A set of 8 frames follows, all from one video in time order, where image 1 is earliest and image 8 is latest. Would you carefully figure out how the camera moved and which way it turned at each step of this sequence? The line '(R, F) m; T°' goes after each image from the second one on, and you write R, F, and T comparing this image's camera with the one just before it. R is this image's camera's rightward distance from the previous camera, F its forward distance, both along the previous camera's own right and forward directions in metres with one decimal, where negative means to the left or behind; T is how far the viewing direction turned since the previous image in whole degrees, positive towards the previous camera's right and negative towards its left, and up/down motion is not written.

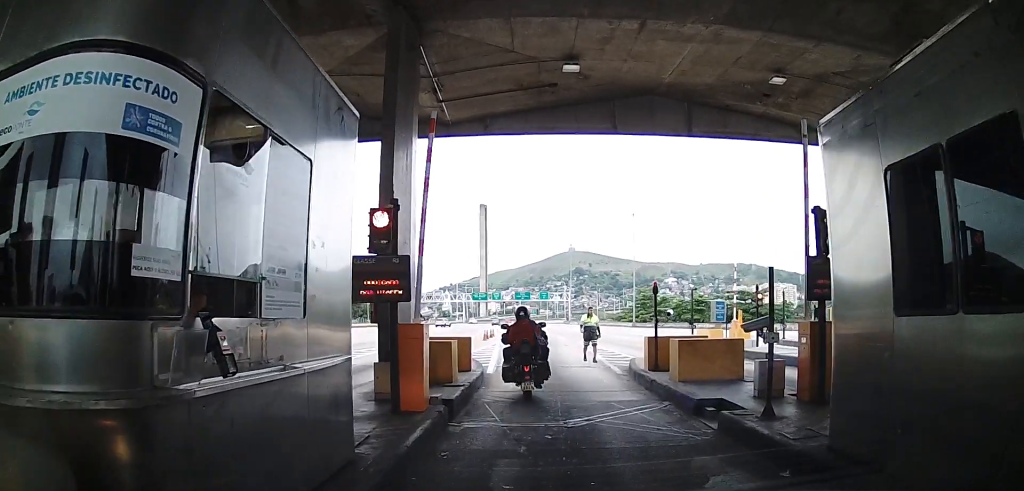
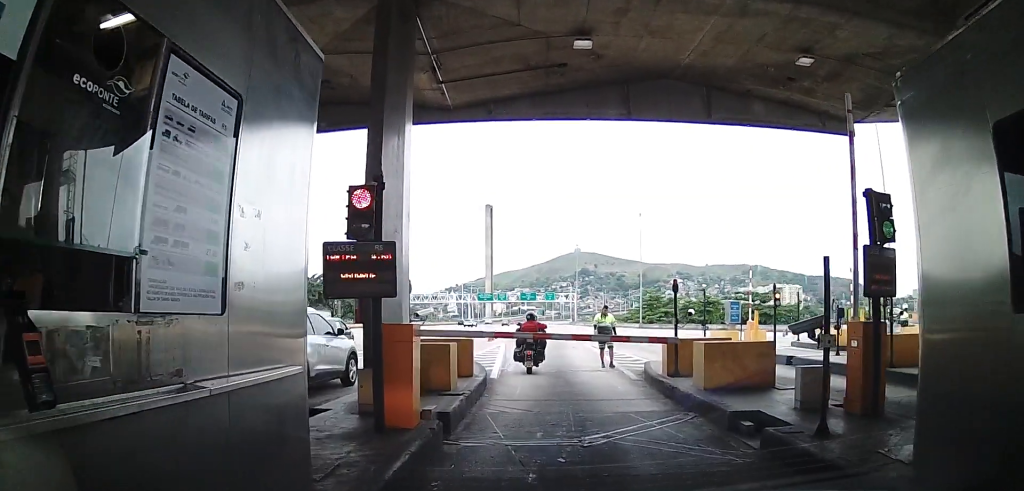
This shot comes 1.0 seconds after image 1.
(-0.2, +0.2) m; 0°
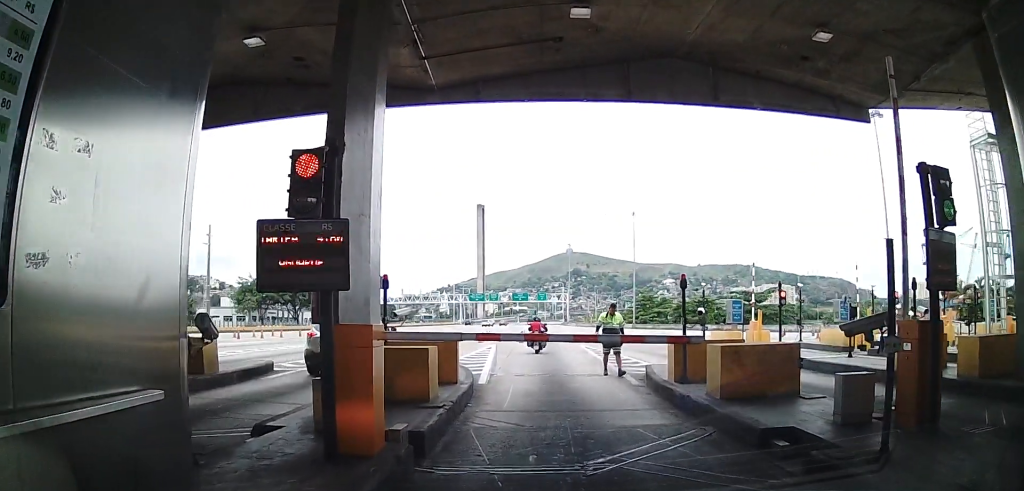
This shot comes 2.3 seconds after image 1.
(-0.3, +0.4) m; 0°
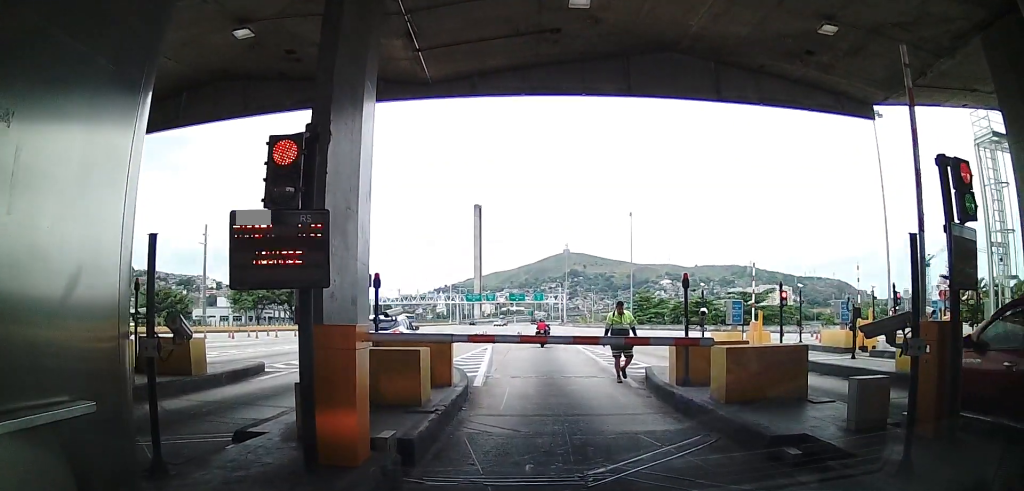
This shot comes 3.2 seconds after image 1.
(-0.1, +0.2) m; 0°
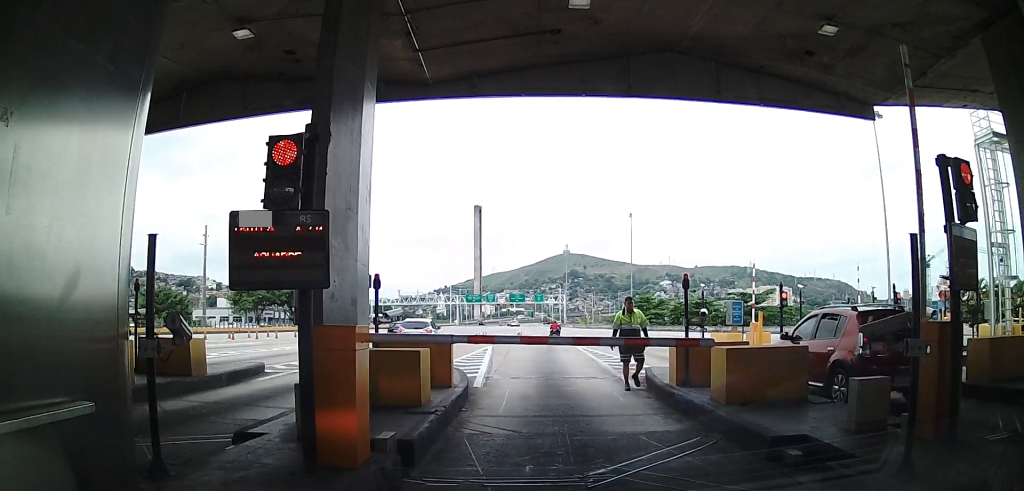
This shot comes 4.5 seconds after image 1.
(0.0, 0.0) m; 0°
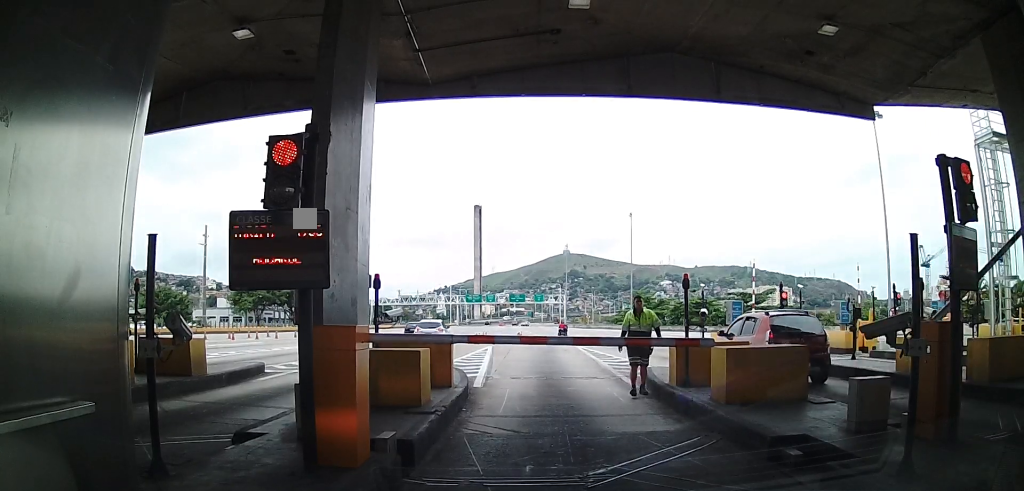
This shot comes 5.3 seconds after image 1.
(0.0, 0.0) m; 0°
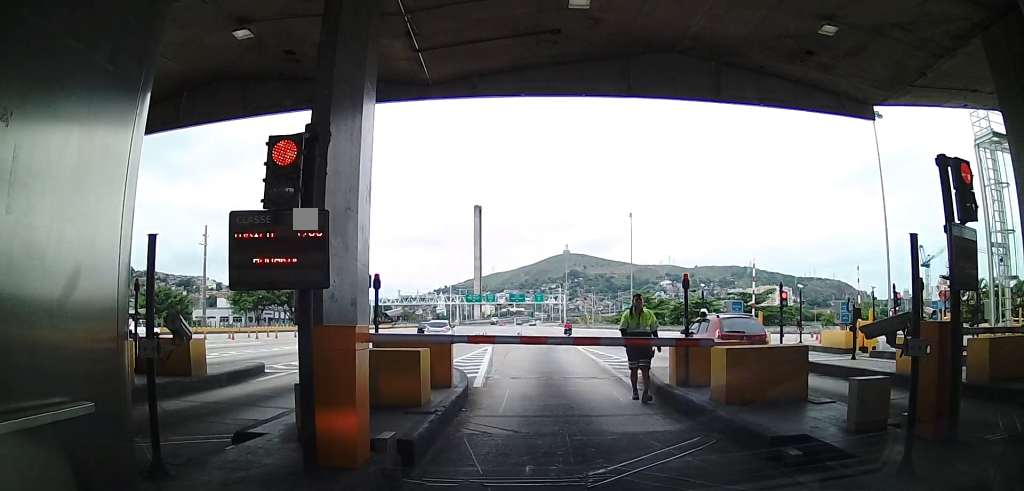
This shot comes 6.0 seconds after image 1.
(0.0, 0.0) m; 0°
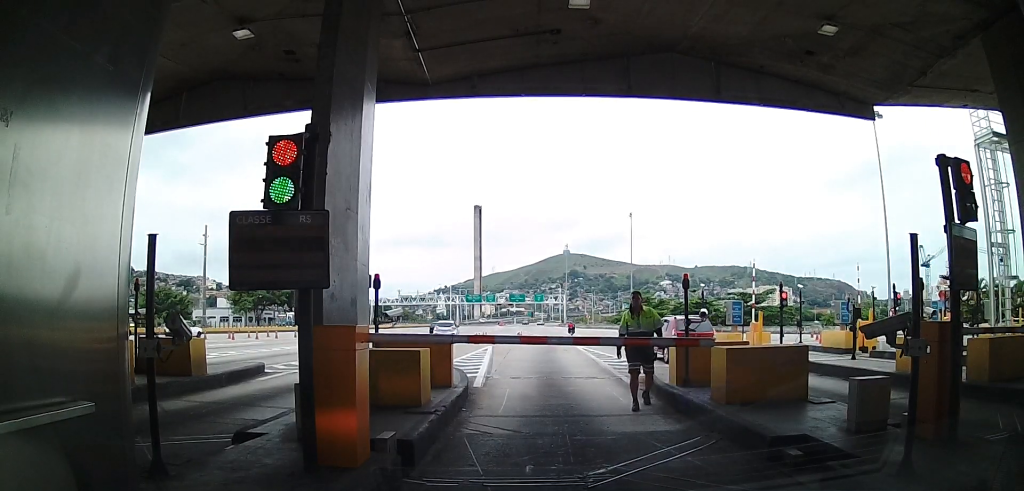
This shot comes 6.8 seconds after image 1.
(0.0, 0.0) m; 0°
